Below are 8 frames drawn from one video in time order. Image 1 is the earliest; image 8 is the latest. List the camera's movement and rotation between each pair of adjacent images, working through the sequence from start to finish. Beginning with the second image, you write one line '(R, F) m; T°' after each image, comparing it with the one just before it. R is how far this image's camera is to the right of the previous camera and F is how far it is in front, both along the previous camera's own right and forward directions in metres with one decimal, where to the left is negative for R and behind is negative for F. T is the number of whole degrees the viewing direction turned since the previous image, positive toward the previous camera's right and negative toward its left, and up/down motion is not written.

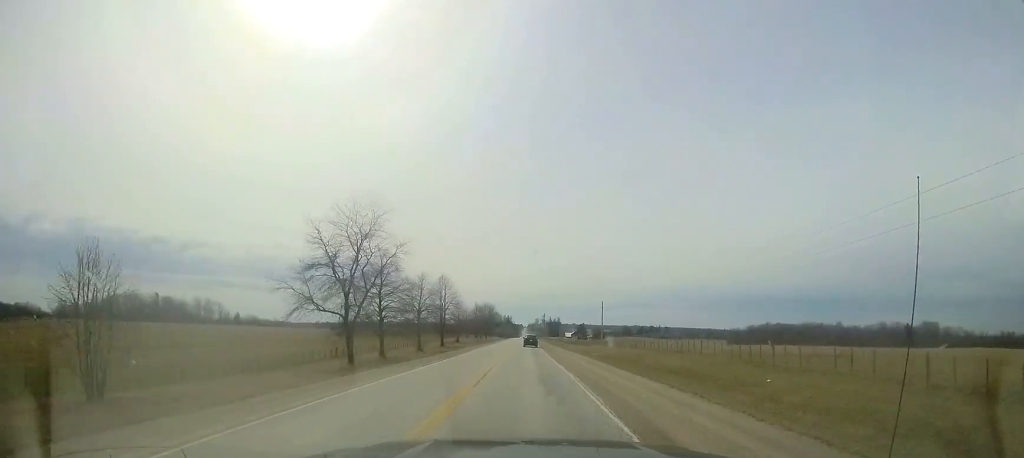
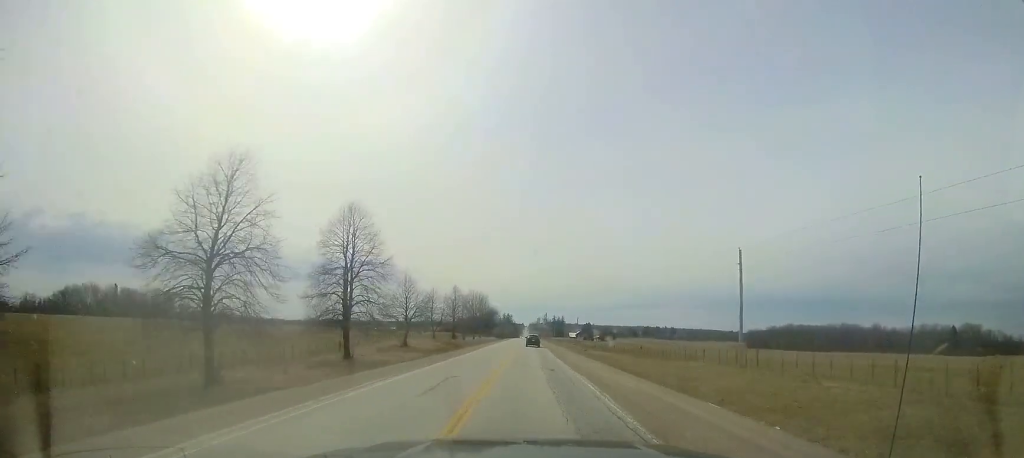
(0.0, +41.2) m; 0°
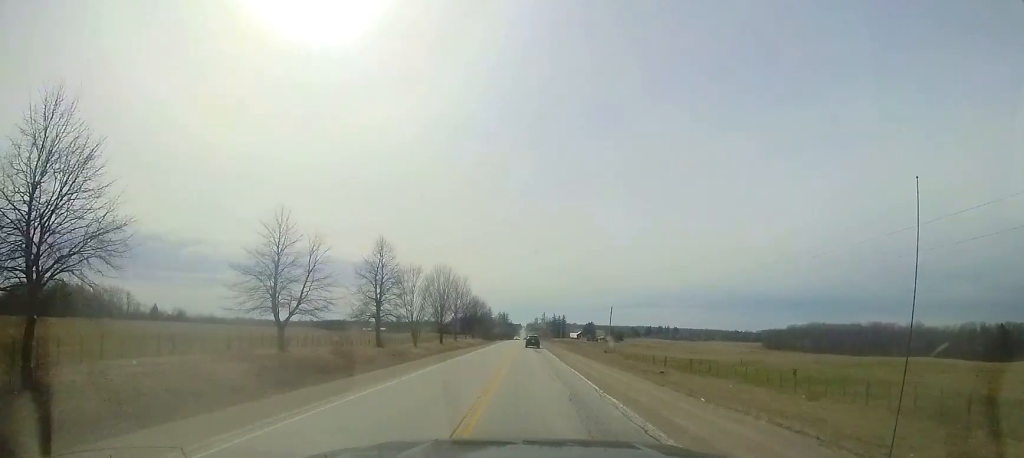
(-0.7, +42.4) m; -1°
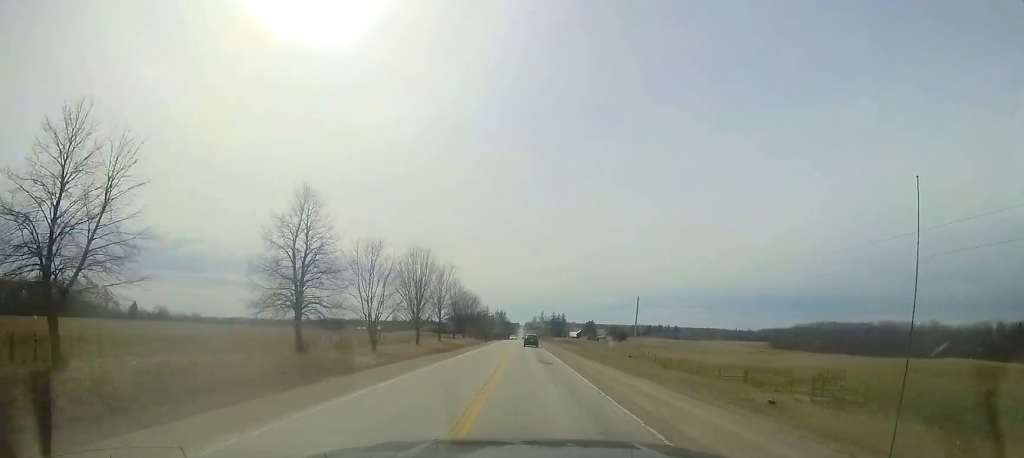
(-0.1, +15.0) m; +1°
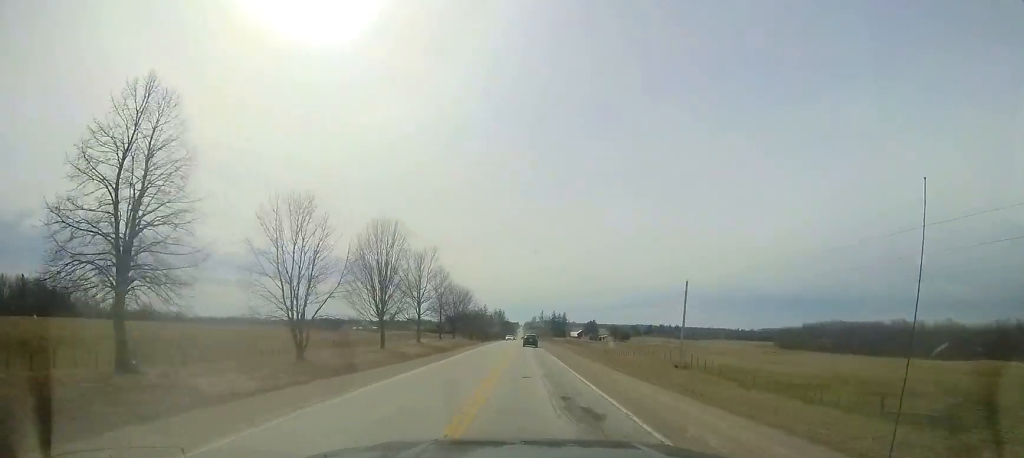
(+0.5, +14.1) m; +1°
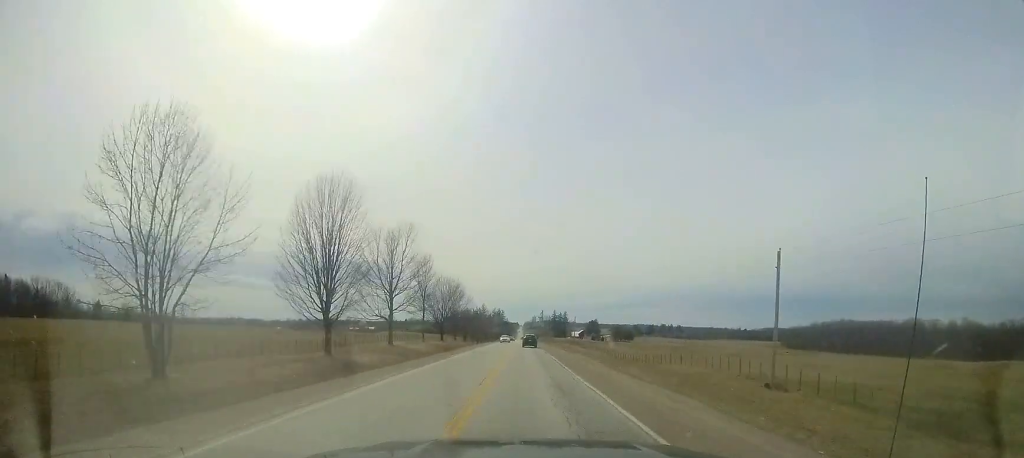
(+0.1, +12.4) m; 0°
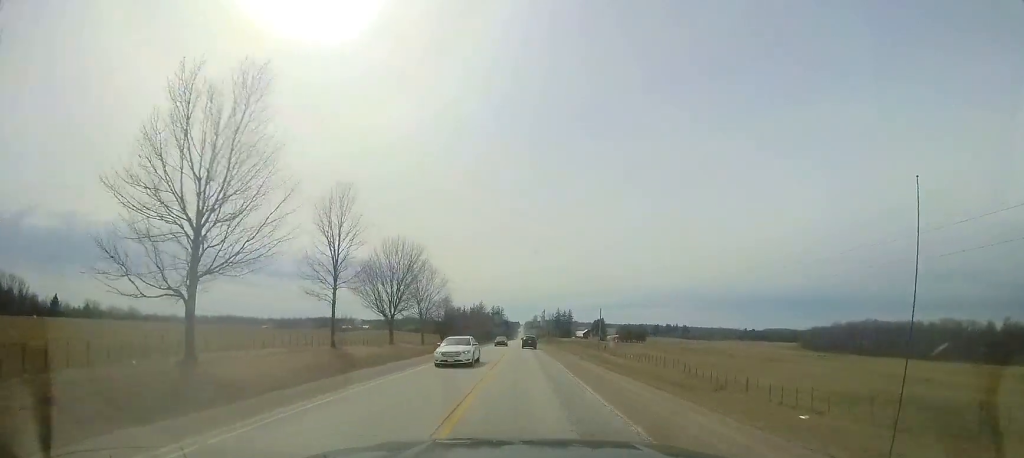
(-0.2, +30.1) m; 0°
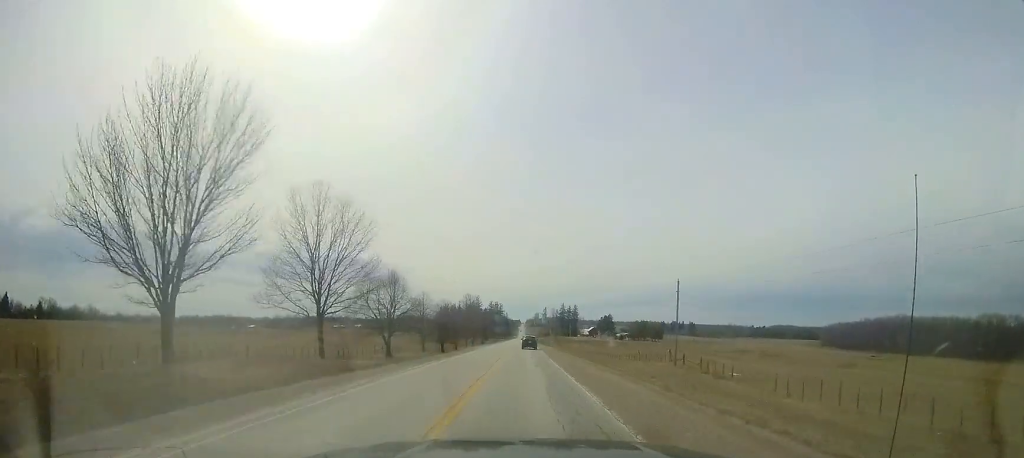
(+0.1, +32.2) m; -1°
